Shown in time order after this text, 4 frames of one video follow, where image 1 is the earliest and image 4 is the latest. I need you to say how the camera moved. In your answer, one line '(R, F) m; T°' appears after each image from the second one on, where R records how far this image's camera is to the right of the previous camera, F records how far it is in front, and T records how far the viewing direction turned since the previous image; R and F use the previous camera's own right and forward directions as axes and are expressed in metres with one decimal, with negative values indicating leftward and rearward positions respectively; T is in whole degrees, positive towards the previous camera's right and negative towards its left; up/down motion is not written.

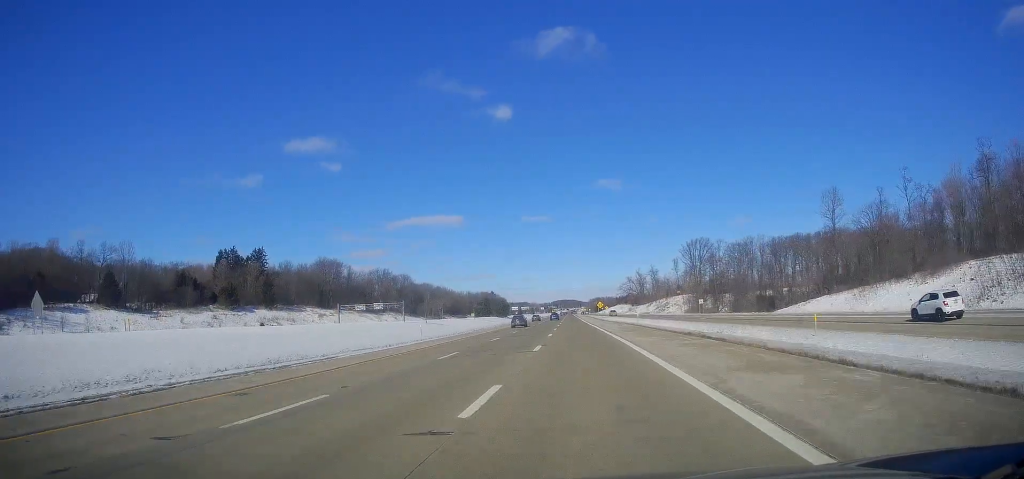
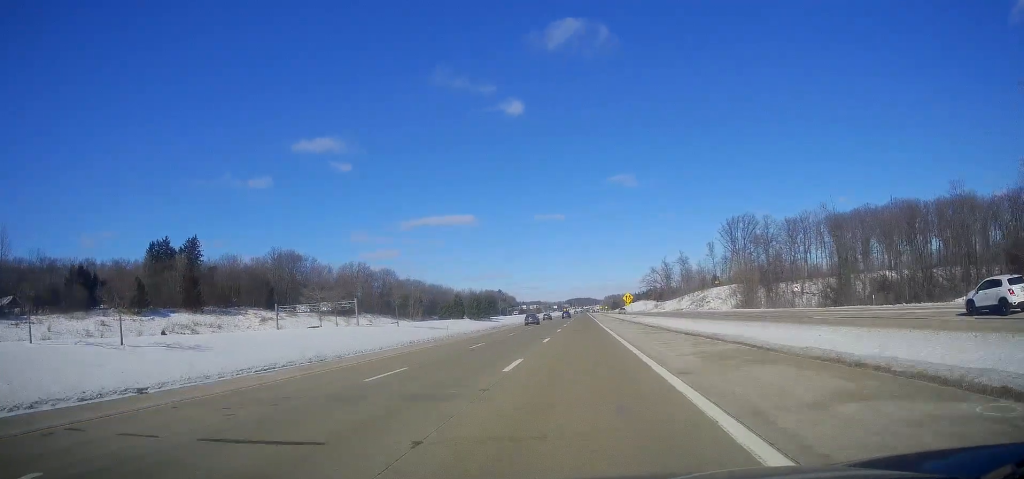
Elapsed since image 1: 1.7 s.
(0.0, +53.8) m; -1°
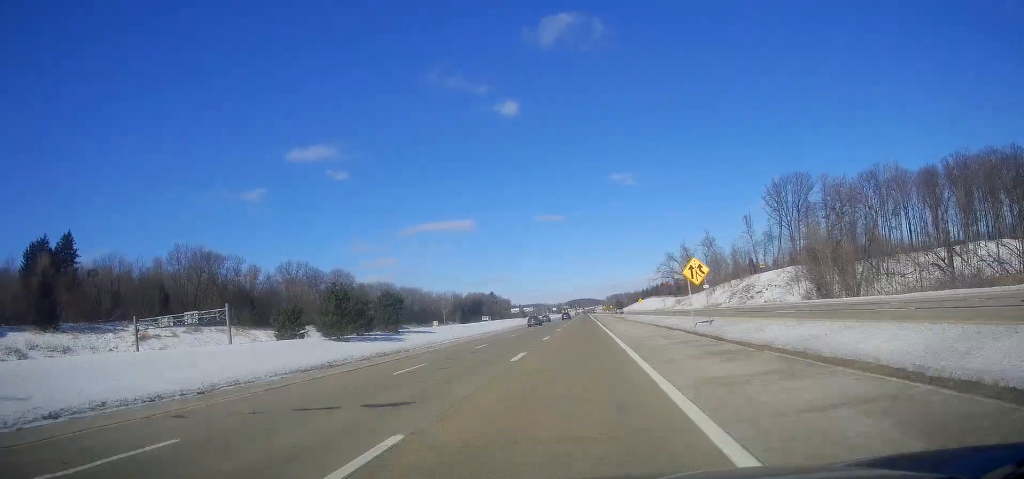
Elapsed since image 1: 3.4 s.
(-0.6, +57.3) m; 0°
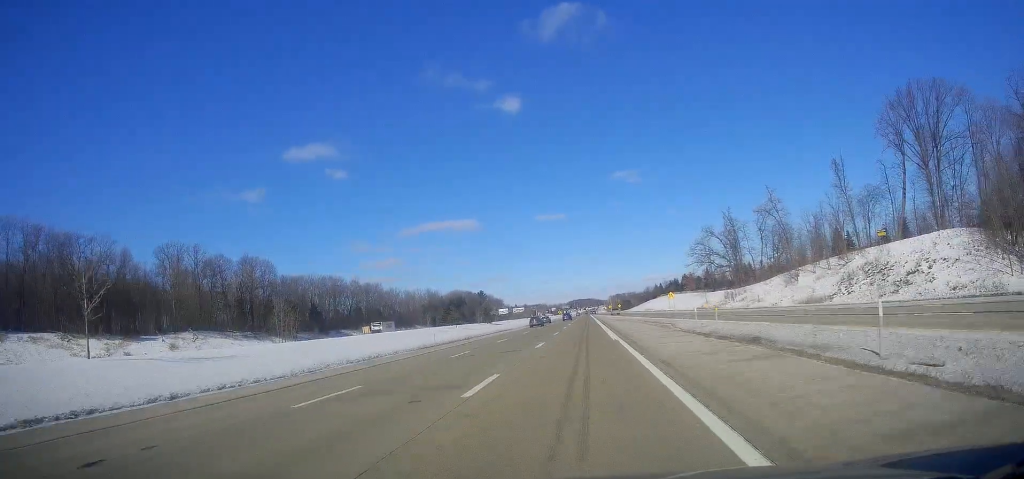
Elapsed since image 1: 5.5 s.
(-0.3, +65.9) m; 0°
